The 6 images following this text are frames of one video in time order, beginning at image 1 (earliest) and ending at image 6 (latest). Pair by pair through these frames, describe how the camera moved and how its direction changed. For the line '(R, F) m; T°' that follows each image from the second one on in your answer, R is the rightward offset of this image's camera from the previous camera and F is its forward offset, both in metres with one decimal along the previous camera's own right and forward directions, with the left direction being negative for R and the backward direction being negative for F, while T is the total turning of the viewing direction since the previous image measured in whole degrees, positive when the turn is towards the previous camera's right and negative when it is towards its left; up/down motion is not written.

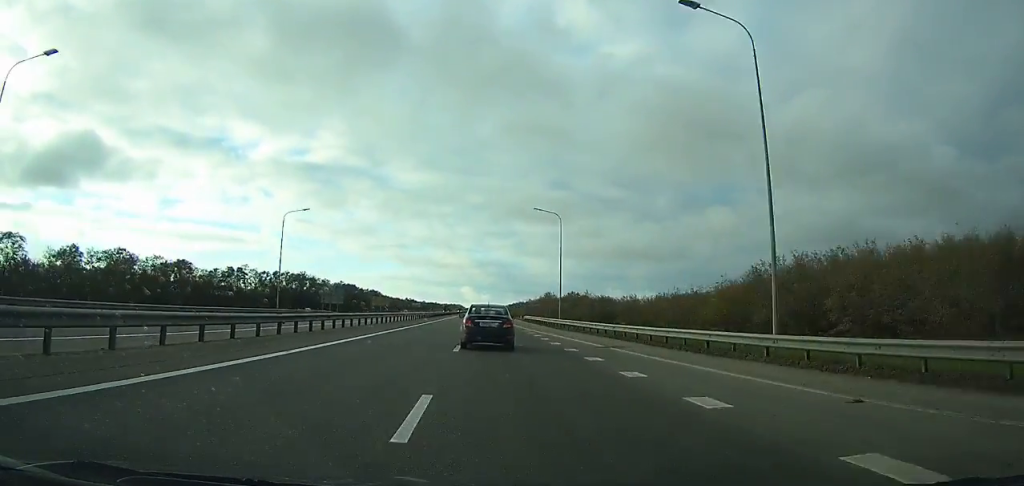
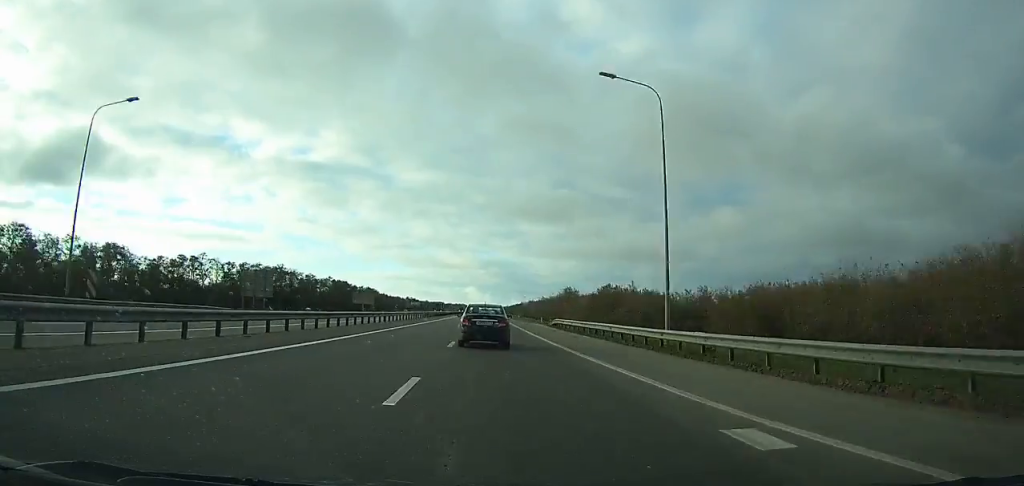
(+0.1, +33.5) m; 0°
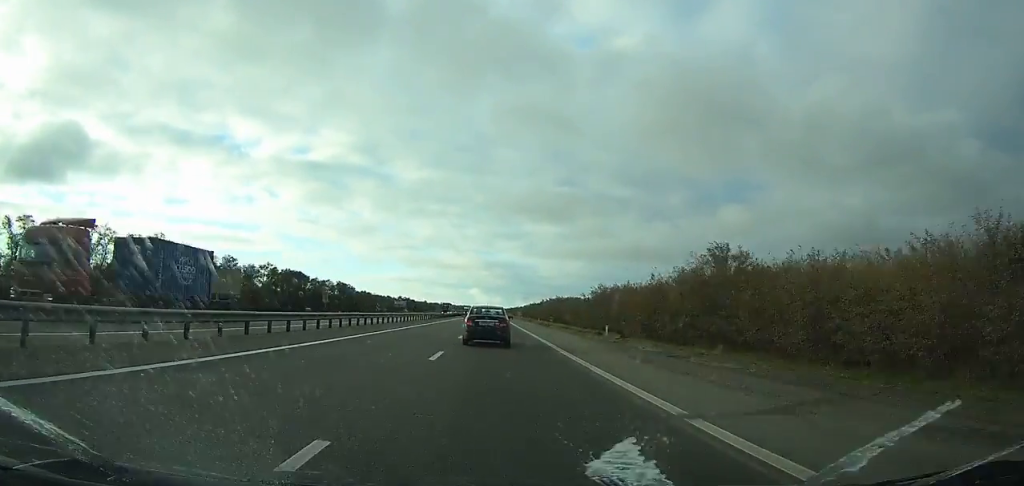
(-0.8, +90.6) m; -1°
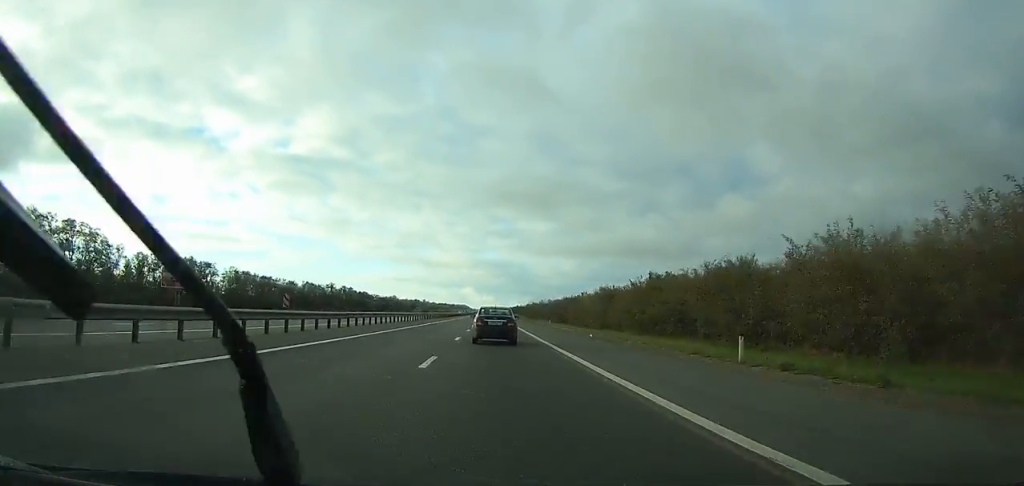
(-0.5, +220.4) m; 0°
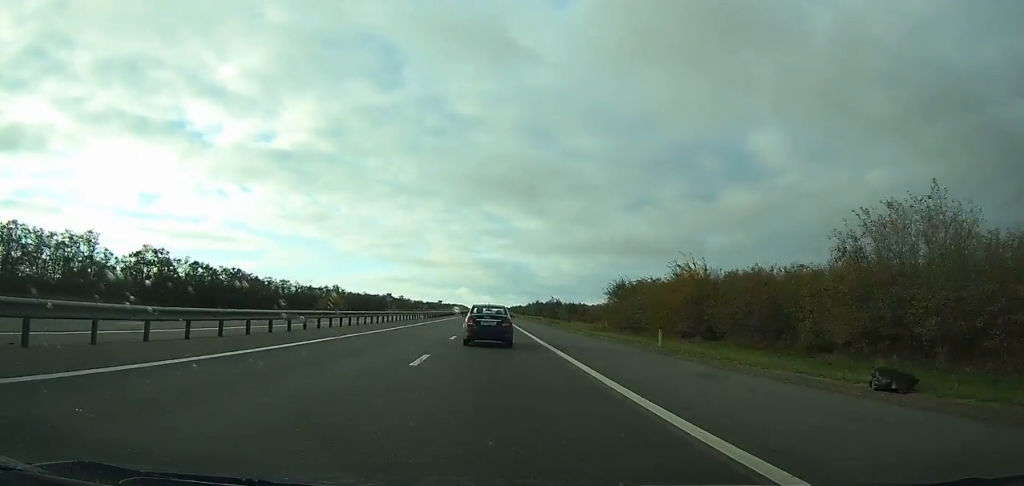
(-0.5, +191.6) m; 0°
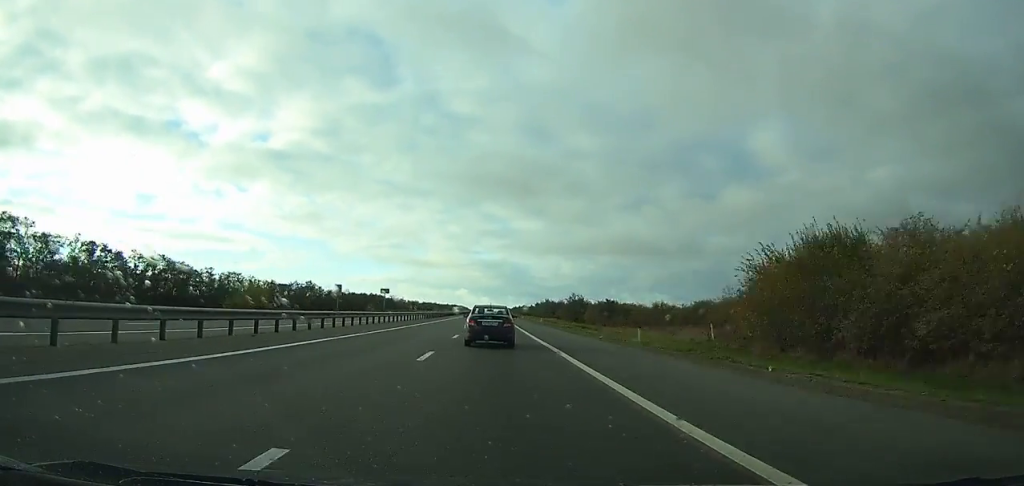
(0.0, +47.8) m; 0°
